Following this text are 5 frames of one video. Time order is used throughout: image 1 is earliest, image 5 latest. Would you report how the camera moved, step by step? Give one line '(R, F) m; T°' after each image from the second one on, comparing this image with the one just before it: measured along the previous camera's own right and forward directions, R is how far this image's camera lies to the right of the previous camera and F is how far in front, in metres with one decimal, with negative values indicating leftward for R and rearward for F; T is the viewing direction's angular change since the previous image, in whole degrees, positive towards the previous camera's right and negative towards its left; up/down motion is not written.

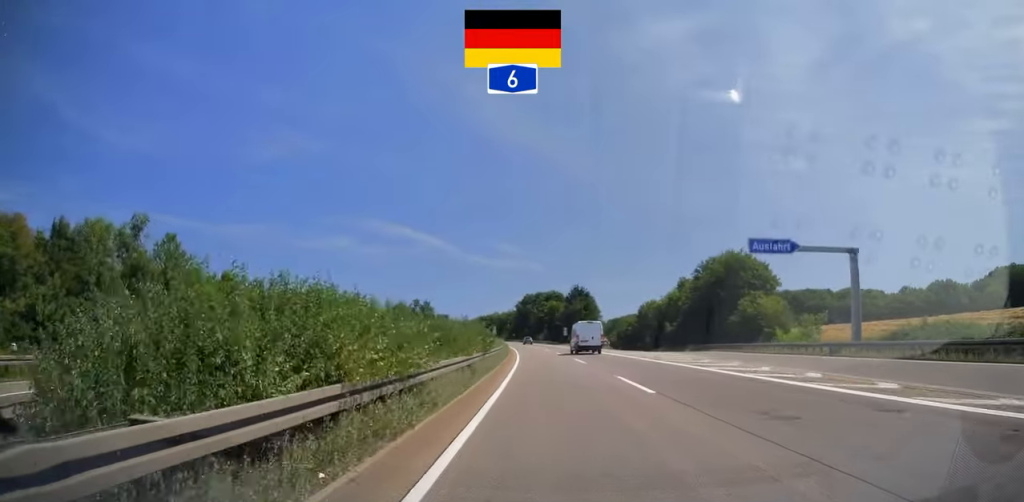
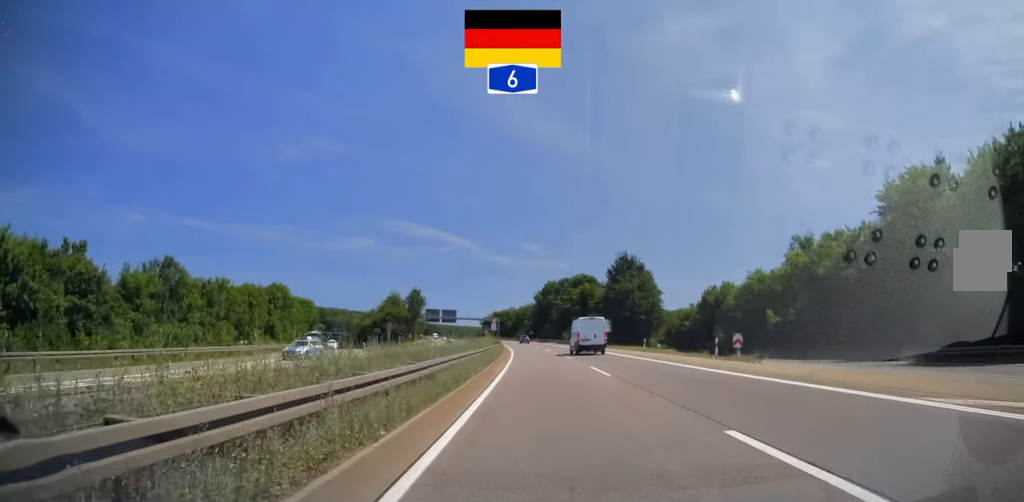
(-1.3, +48.0) m; -3°
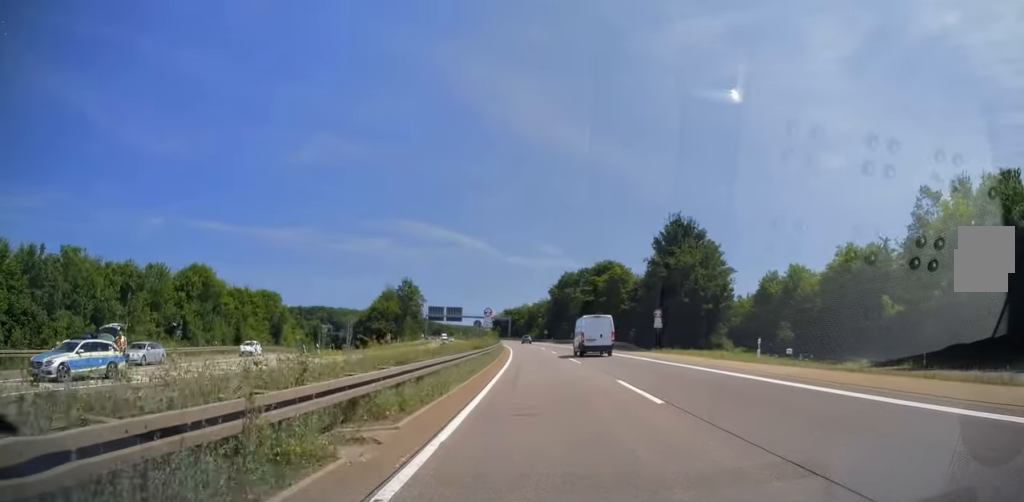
(-0.4, +26.1) m; -1°
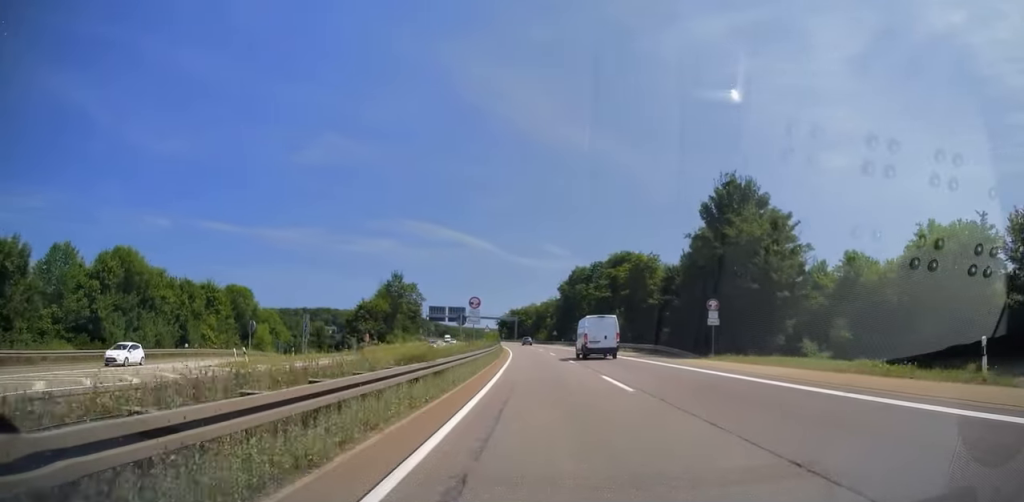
(0.0, +15.4) m; 0°
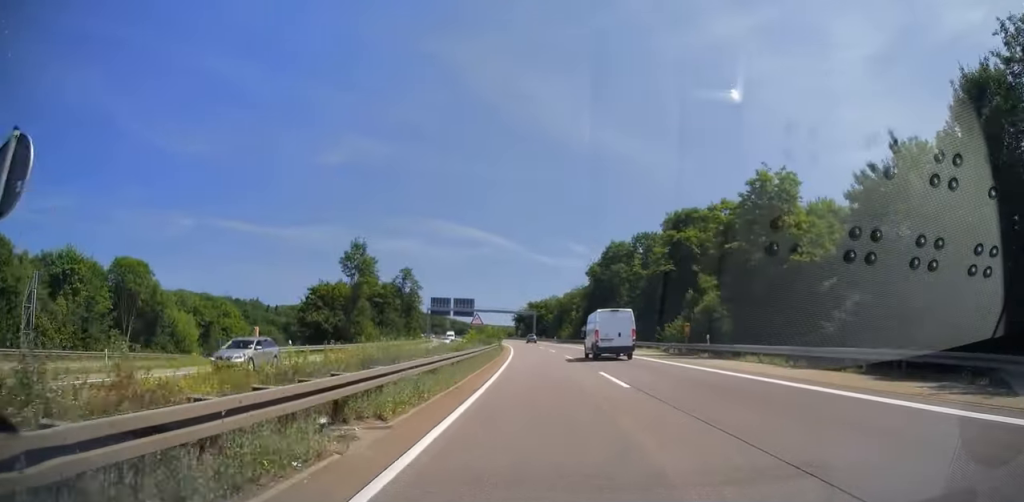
(-0.4, +34.9) m; -3°
